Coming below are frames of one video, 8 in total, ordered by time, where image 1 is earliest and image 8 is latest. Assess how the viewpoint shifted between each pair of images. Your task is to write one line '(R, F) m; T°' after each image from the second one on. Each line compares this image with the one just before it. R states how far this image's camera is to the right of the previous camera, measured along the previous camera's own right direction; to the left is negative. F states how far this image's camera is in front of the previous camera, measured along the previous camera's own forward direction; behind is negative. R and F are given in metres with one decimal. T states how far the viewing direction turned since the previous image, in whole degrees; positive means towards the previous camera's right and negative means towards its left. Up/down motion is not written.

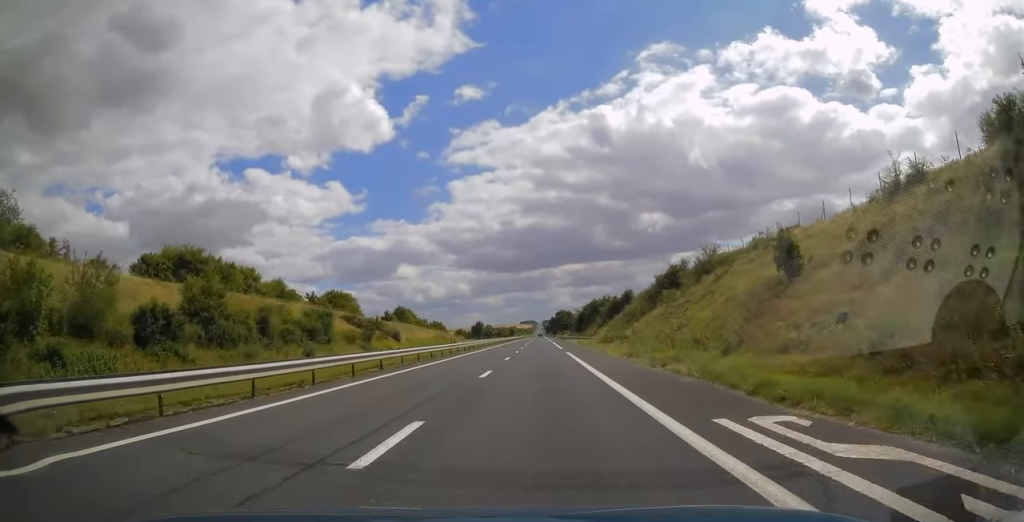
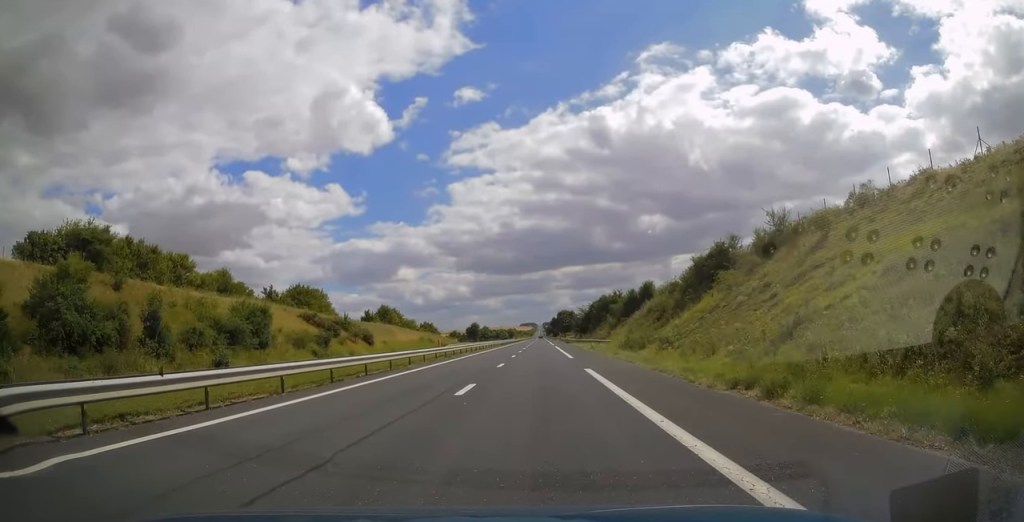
(0.0, +18.2) m; 0°
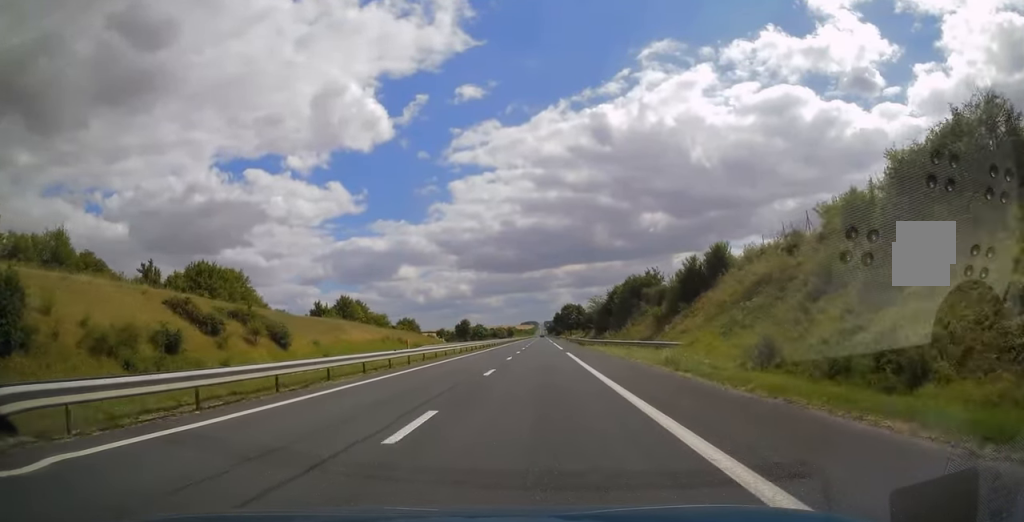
(+0.1, +32.5) m; 0°
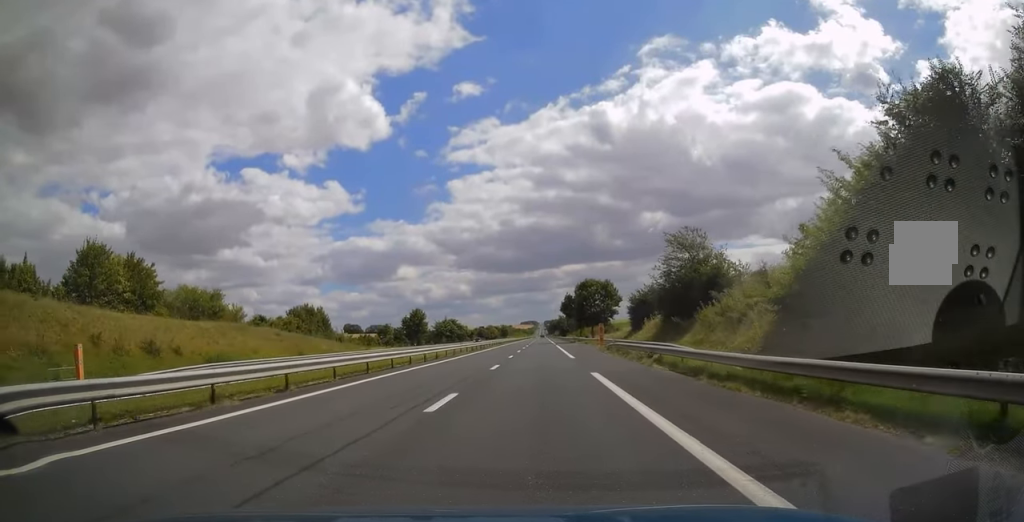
(0.0, +75.7) m; 0°
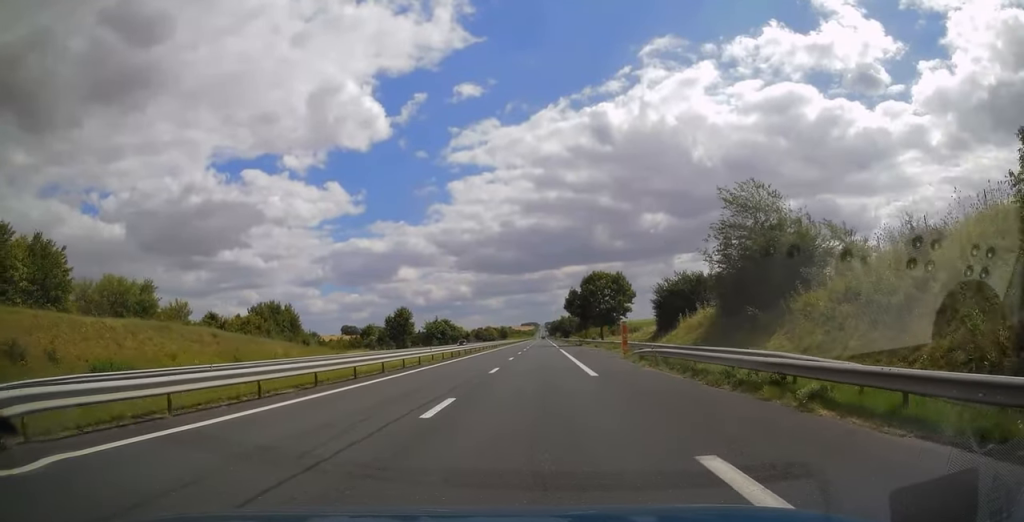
(0.0, +14.0) m; 0°
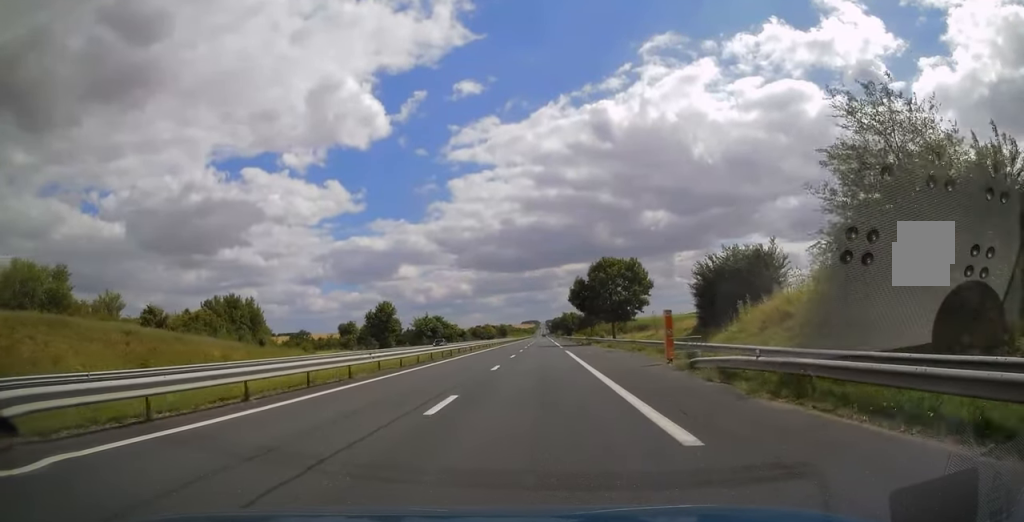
(0.0, +13.1) m; 0°
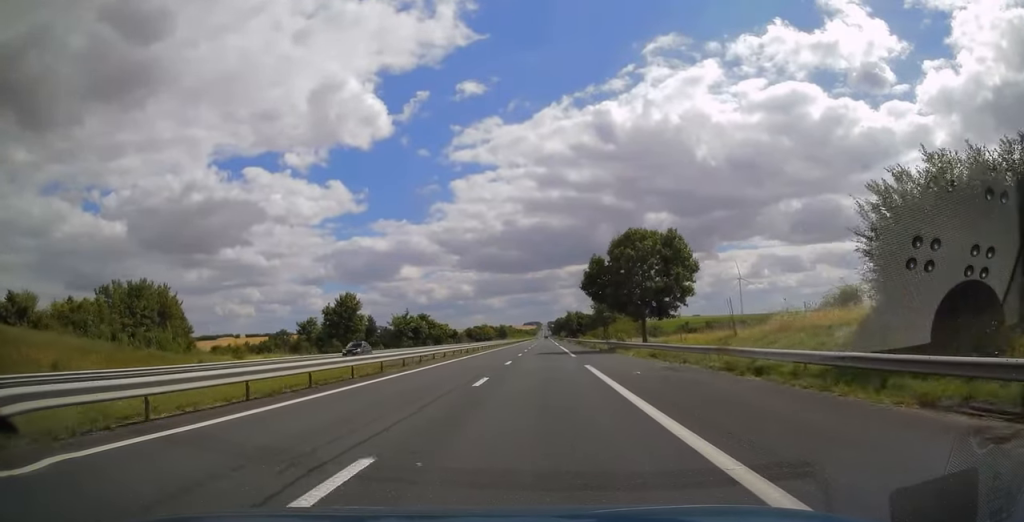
(-0.1, +20.8) m; 0°
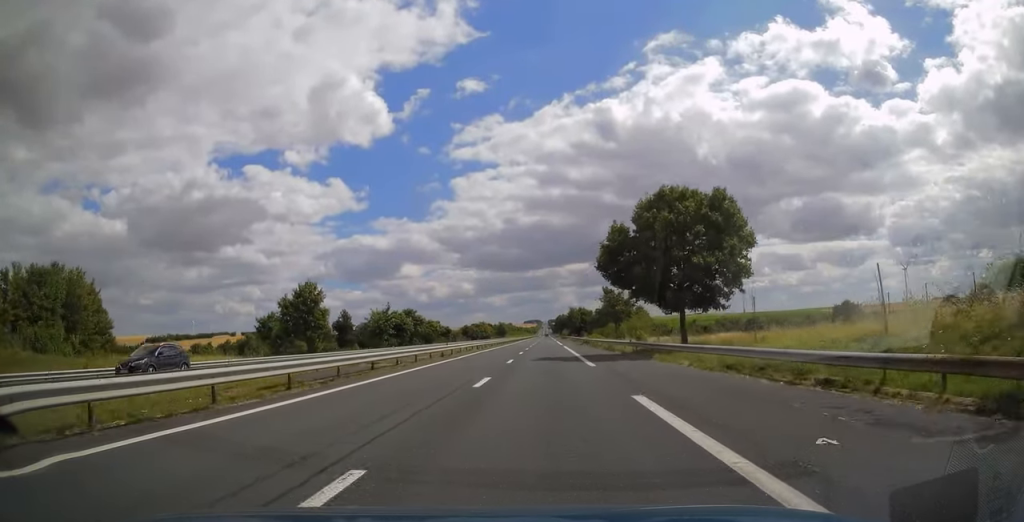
(-0.1, +14.3) m; 0°
